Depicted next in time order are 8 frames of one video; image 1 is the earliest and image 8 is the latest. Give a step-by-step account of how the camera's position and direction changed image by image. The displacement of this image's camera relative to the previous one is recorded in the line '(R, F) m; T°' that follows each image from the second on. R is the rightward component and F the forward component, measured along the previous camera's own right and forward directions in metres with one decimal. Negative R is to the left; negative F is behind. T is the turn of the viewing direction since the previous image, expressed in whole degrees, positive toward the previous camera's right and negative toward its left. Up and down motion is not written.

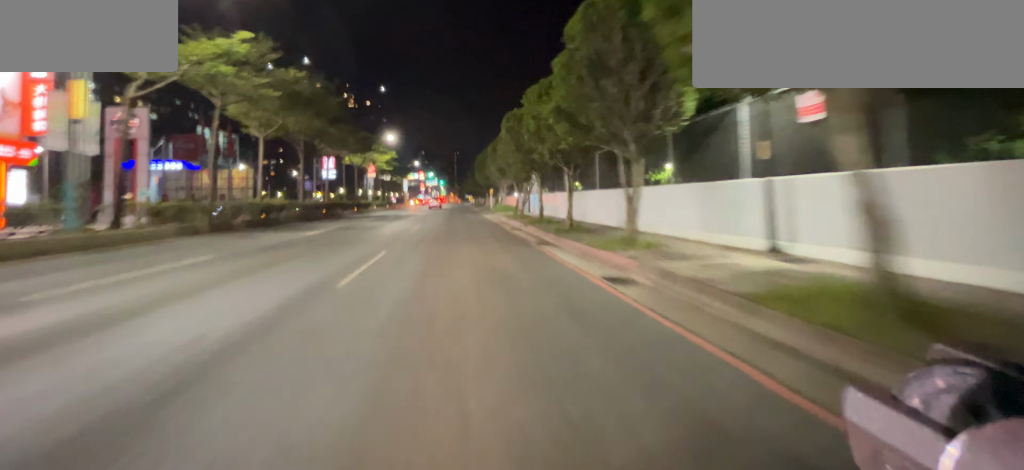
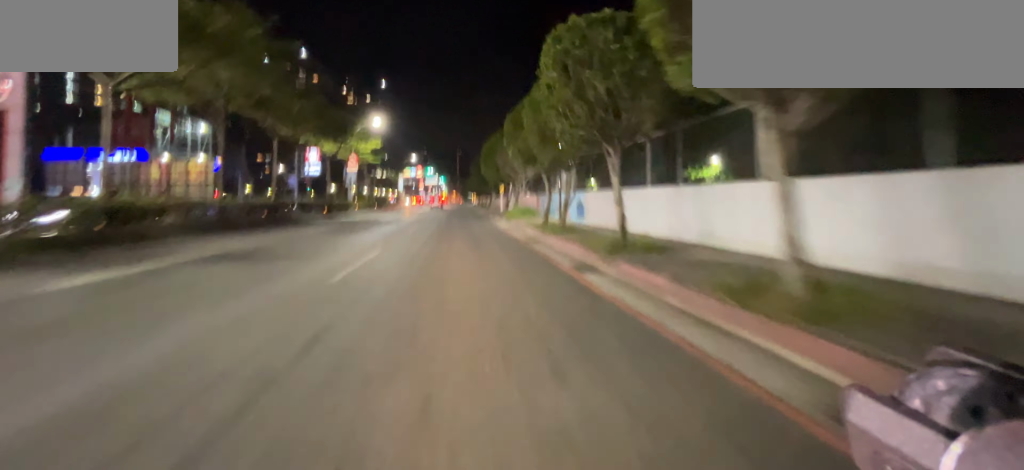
(-0.1, +9.6) m; 0°
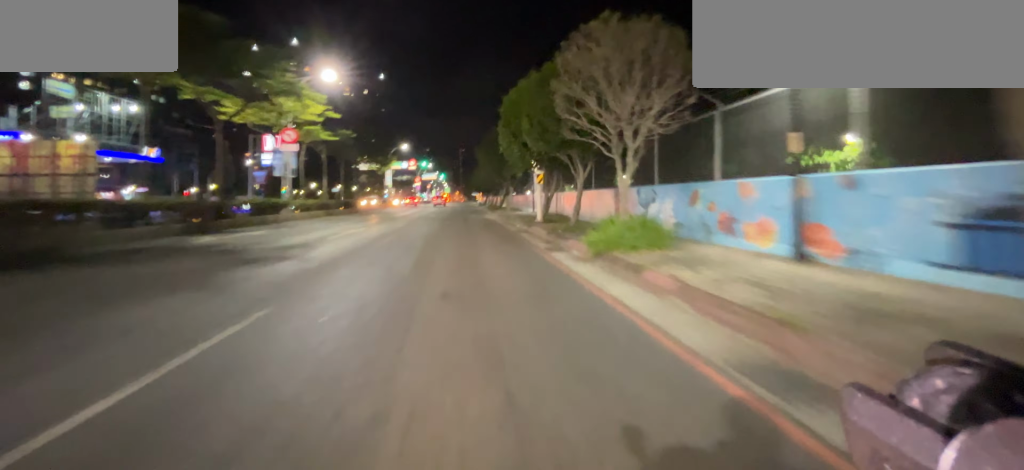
(0.0, +15.6) m; 0°
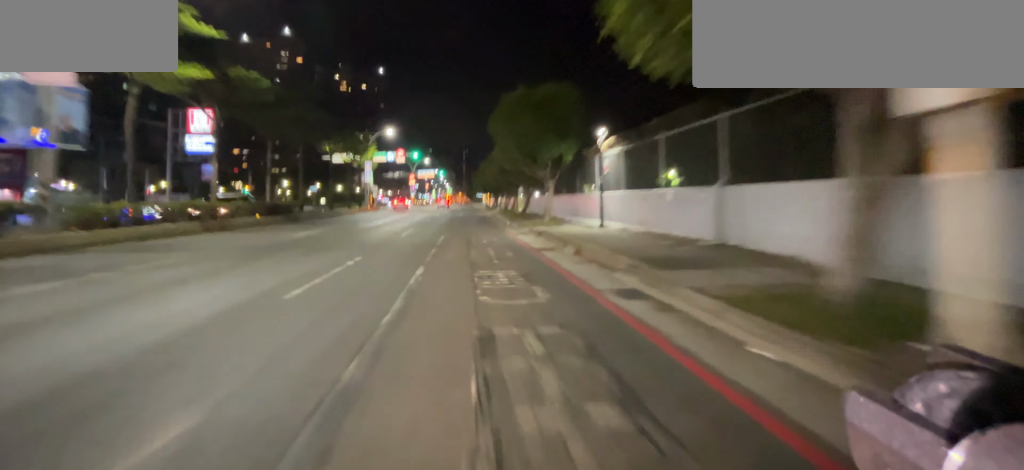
(0.0, +15.2) m; 0°
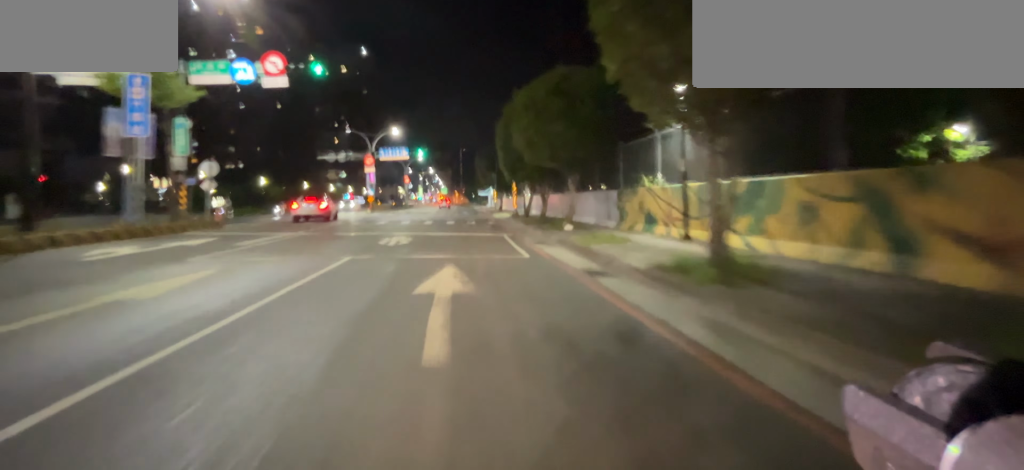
(-0.2, +34.3) m; 0°
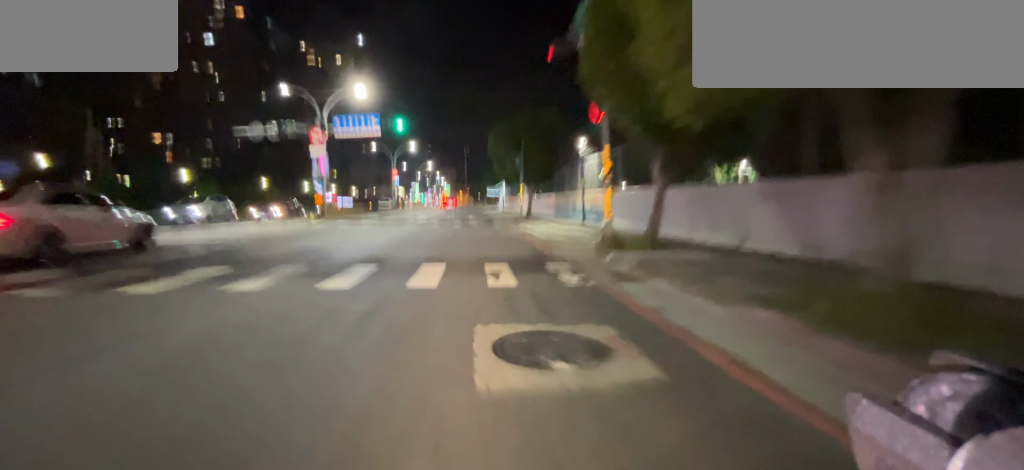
(+0.1, +19.0) m; +1°
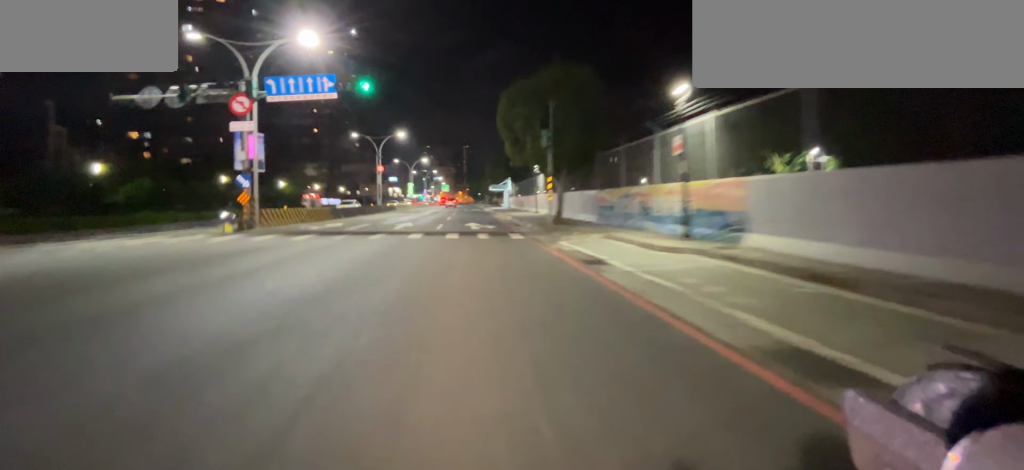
(0.0, +10.6) m; 0°
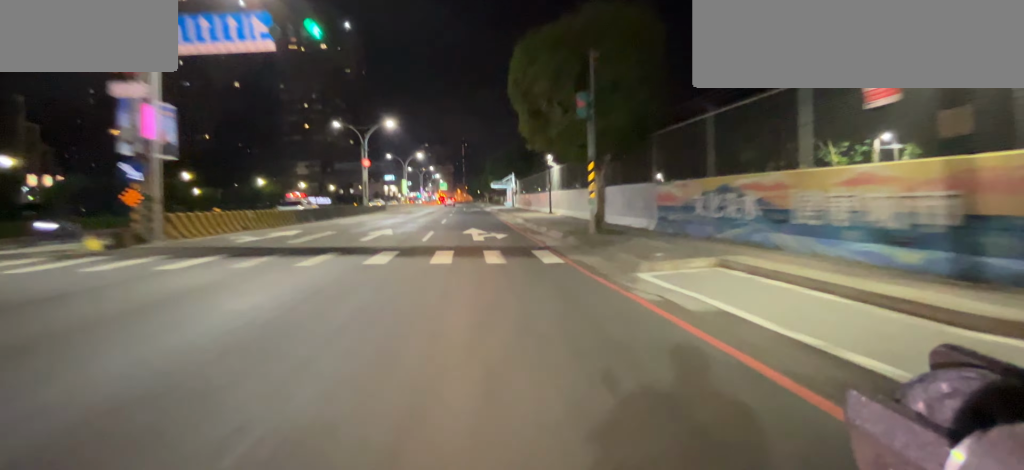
(+0.1, +7.0) m; 0°
